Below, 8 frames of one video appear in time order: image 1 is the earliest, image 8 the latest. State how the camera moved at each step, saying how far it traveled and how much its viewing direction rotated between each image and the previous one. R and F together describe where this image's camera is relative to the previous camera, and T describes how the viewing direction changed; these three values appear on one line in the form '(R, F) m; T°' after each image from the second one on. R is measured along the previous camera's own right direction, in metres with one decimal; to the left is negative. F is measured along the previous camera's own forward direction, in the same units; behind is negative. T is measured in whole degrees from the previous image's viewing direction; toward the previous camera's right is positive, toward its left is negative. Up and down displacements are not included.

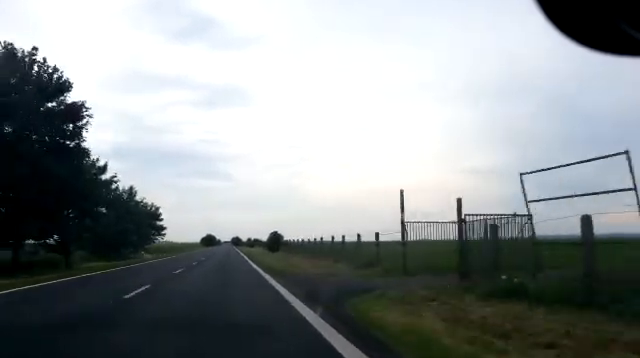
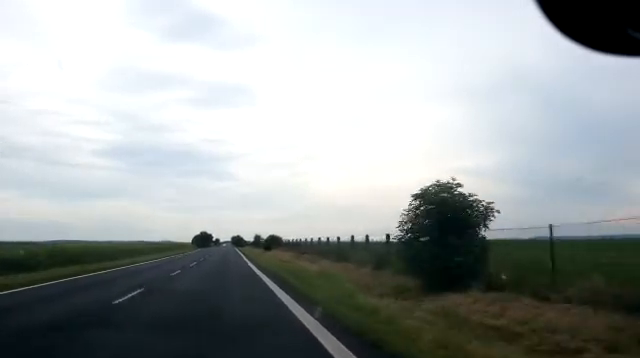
(-0.3, +54.9) m; 0°
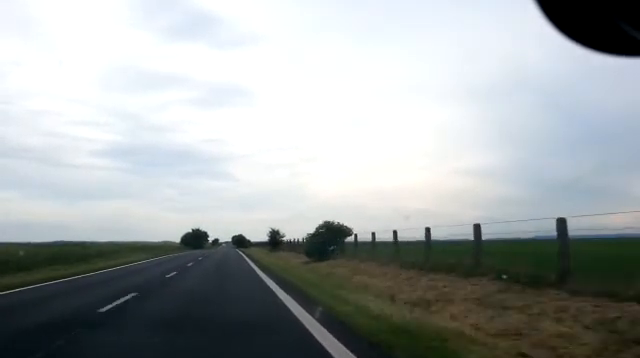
(+0.5, +46.2) m; +1°
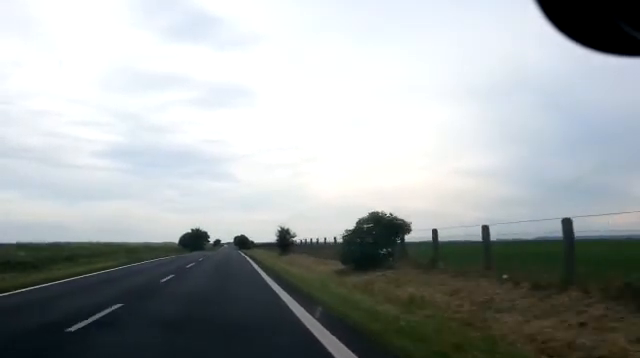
(+0.1, +10.8) m; 0°
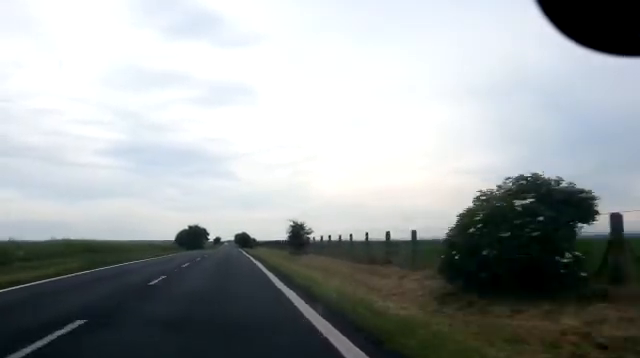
(+0.2, +11.6) m; 0°
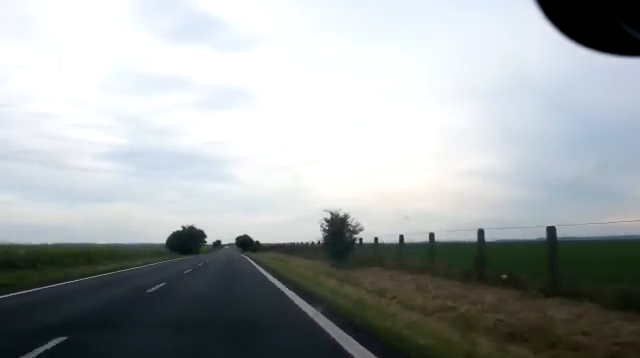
(-0.4, +19.1) m; 0°
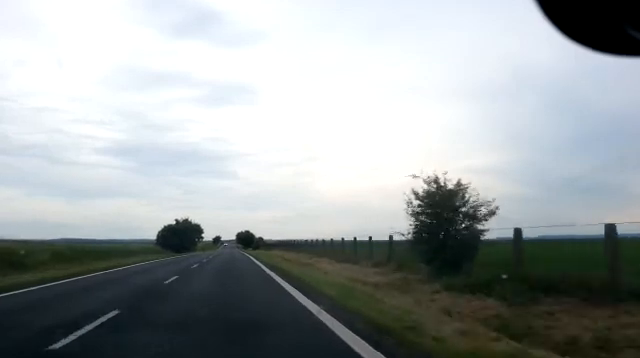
(0.0, +15.8) m; 0°
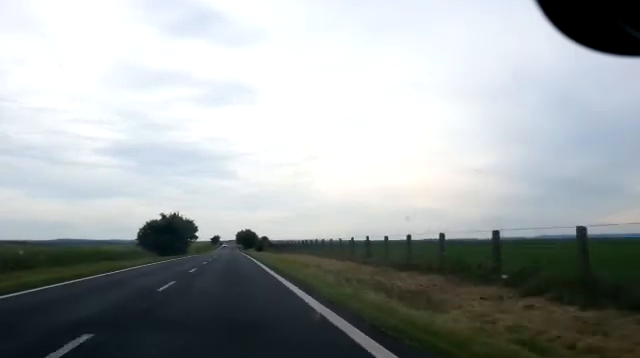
(+0.2, +19.9) m; +1°
